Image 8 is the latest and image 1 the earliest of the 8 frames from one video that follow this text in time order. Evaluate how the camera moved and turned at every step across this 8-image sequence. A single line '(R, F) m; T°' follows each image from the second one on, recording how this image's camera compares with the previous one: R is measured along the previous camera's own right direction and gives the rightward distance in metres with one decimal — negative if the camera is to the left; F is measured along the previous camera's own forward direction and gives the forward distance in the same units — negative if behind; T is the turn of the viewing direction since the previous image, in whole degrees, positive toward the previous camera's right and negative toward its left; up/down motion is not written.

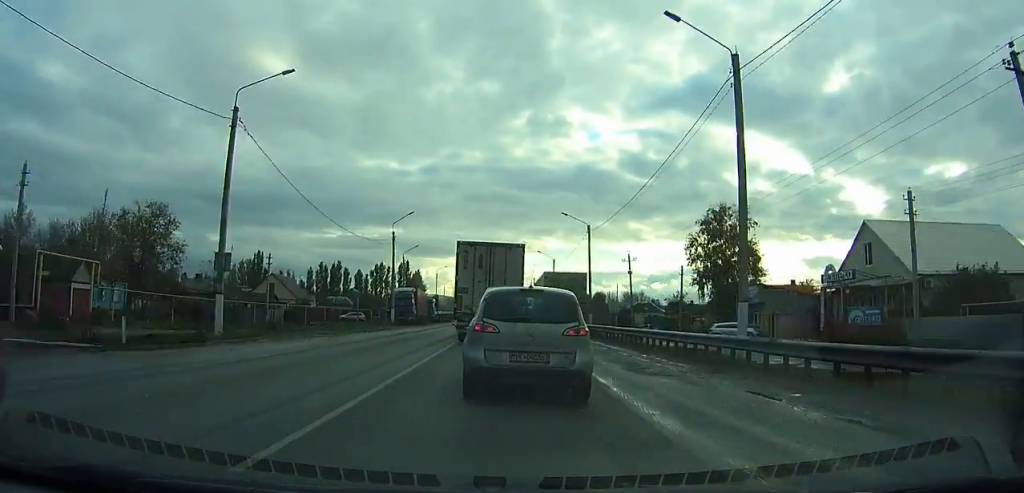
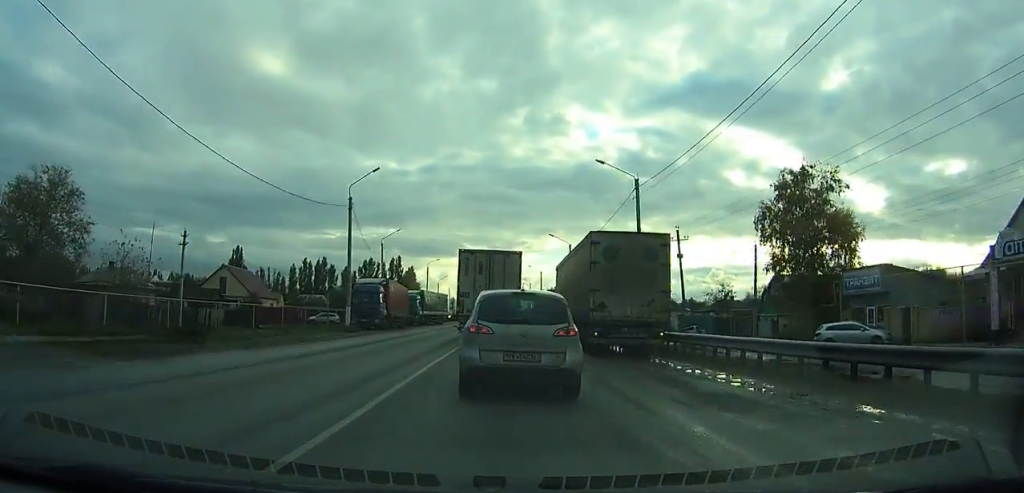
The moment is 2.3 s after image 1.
(+0.6, +17.3) m; -1°
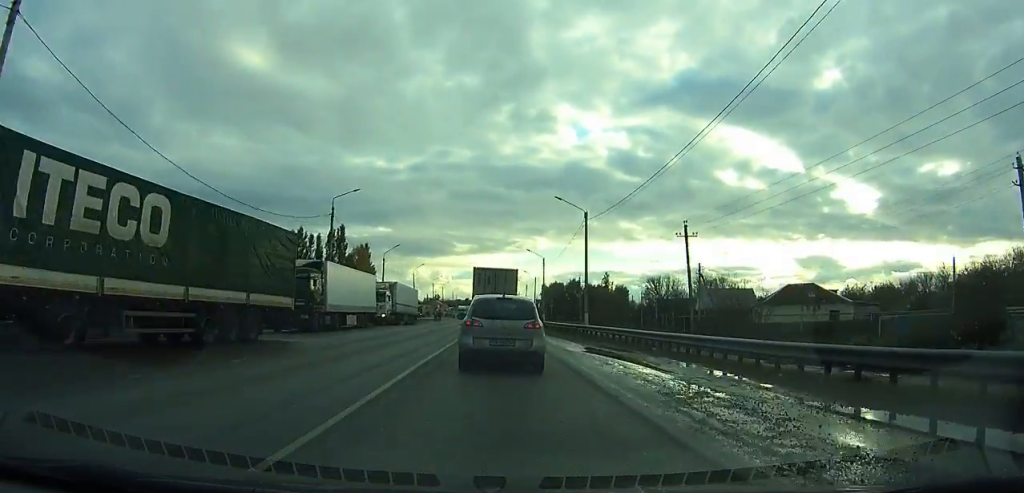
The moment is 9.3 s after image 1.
(-2.2, +60.2) m; -1°
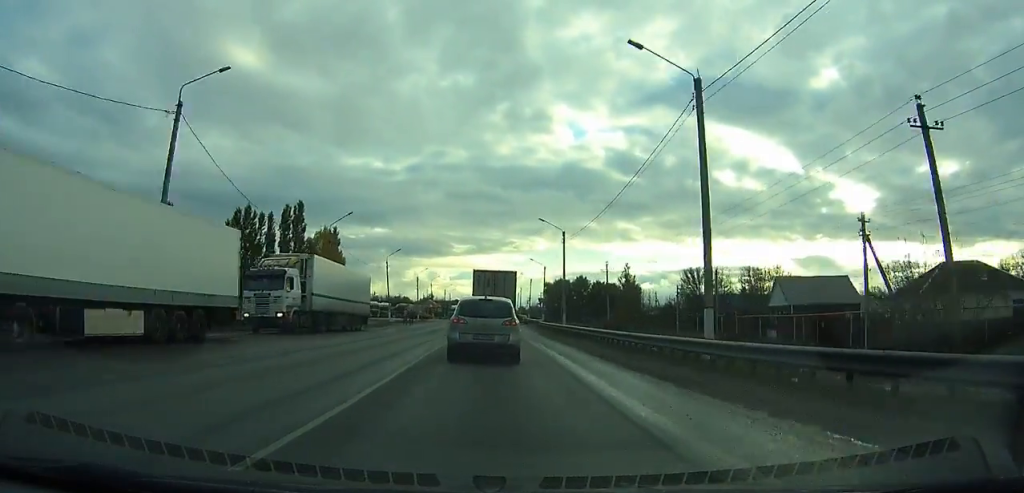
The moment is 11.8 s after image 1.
(+0.2, +24.8) m; 0°
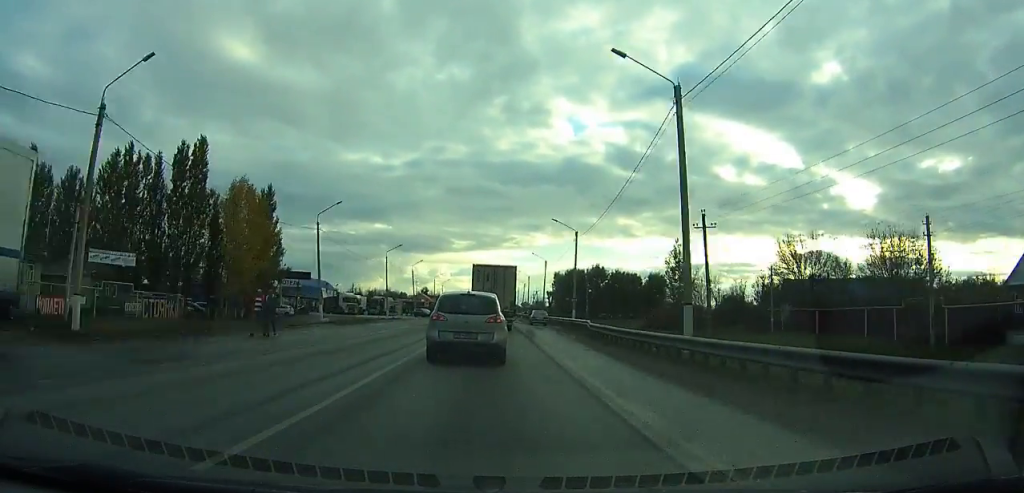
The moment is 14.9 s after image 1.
(-0.2, +32.2) m; 0°
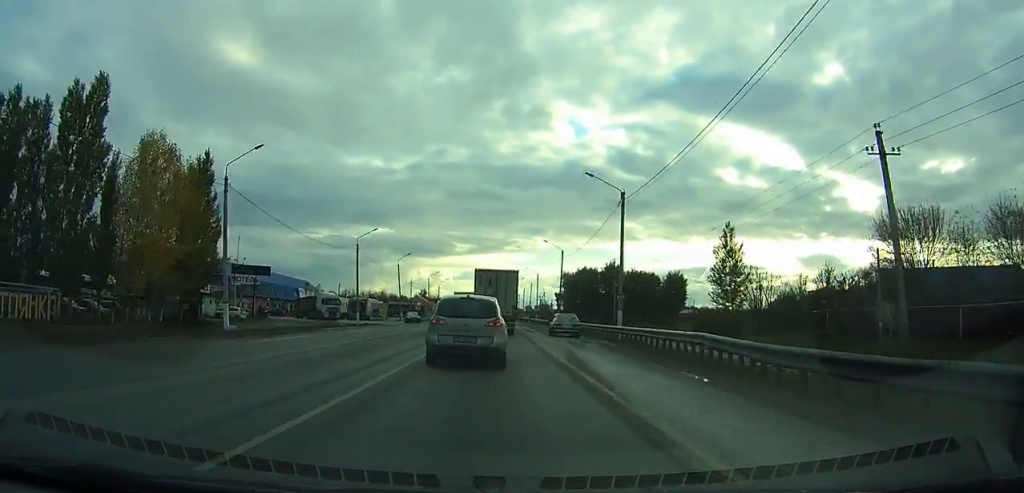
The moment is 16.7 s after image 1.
(0.0, +19.4) m; 0°
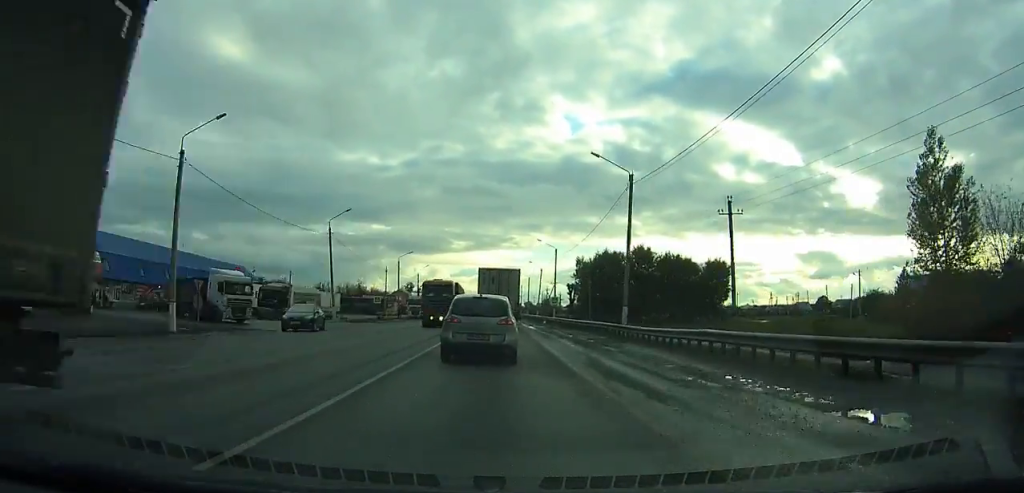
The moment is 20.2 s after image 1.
(+0.1, +38.8) m; 0°
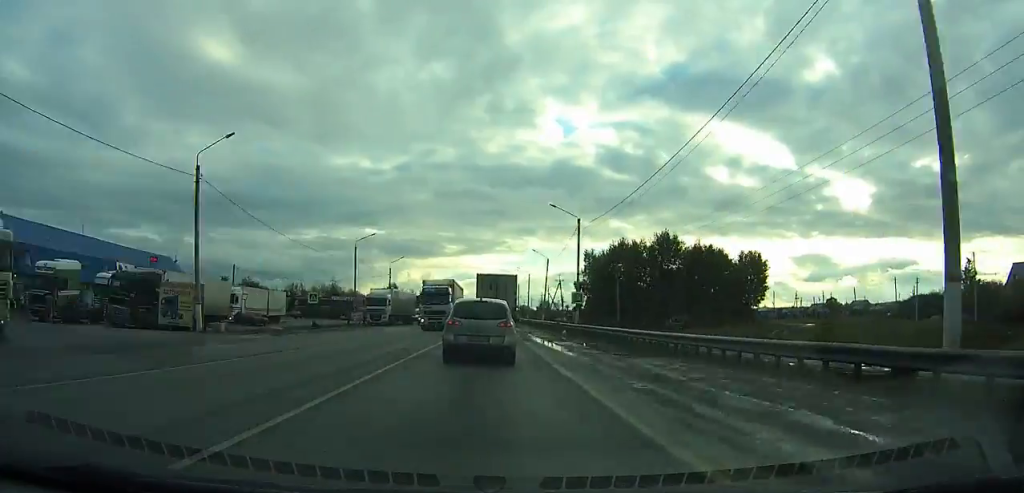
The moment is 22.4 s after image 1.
(0.0, +25.3) m; 0°
